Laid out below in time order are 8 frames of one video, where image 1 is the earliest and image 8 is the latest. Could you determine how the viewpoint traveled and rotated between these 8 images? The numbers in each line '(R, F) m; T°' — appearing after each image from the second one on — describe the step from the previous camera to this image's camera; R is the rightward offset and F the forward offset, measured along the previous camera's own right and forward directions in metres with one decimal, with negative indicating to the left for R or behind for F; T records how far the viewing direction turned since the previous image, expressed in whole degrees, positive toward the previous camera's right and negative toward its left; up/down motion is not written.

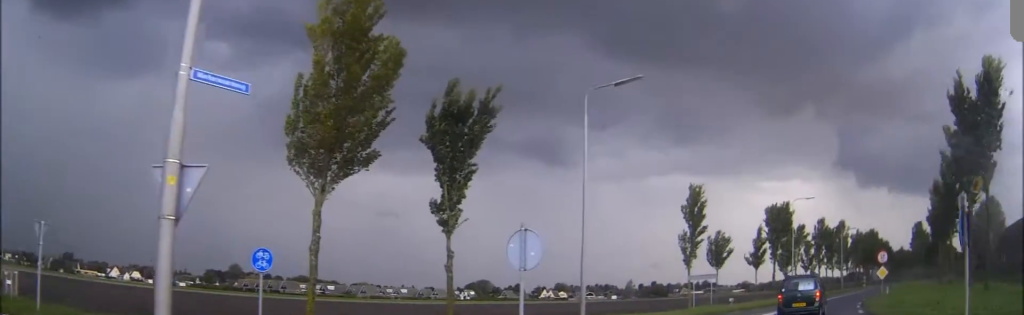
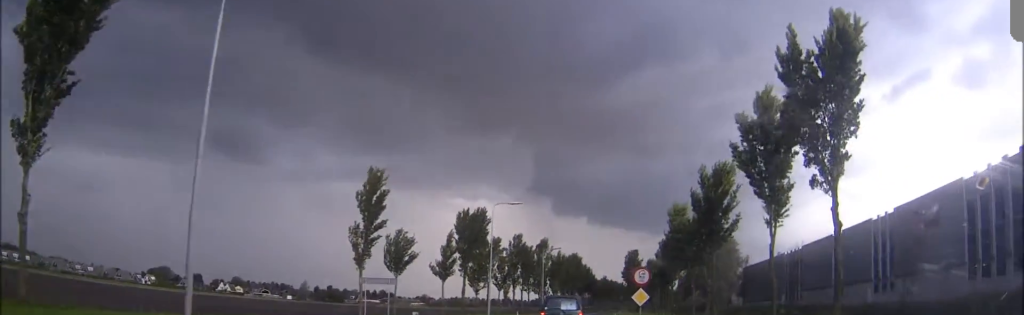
(+1.8, +9.5) m; +18°
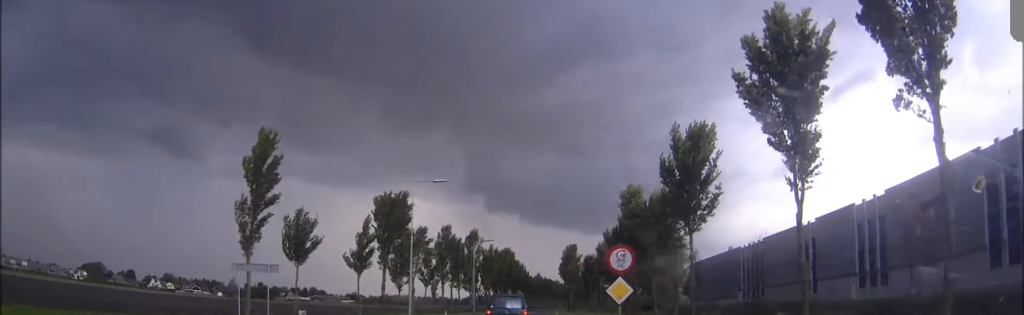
(+0.7, +7.9) m; +12°
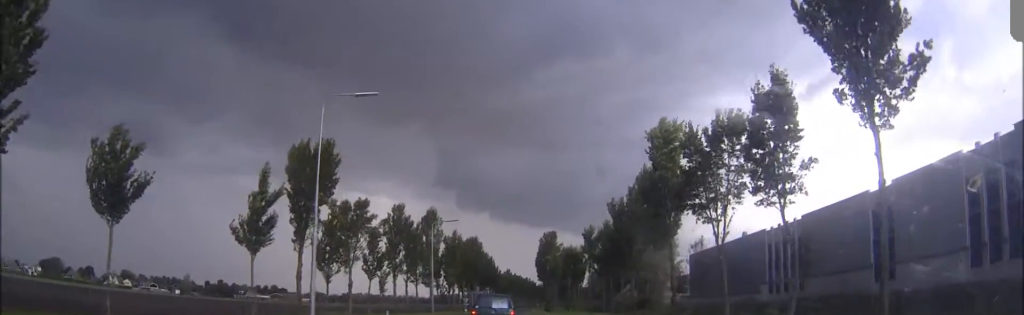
(+3.2, +16.9) m; +15°
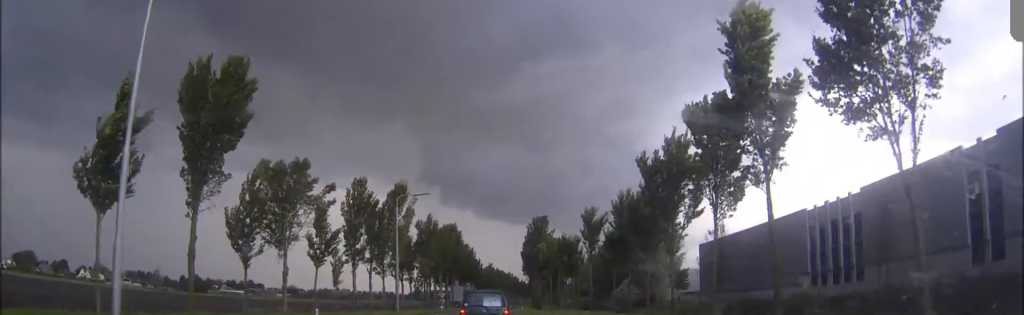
(+0.2, +14.7) m; -1°
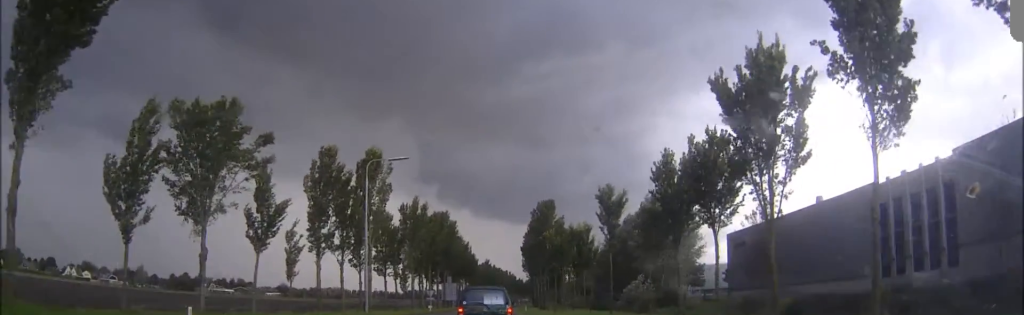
(-0.3, +13.7) m; -1°
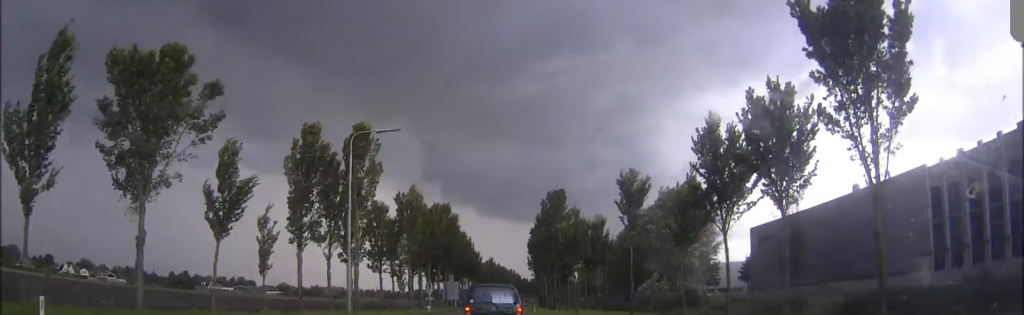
(0.0, +6.9) m; 0°
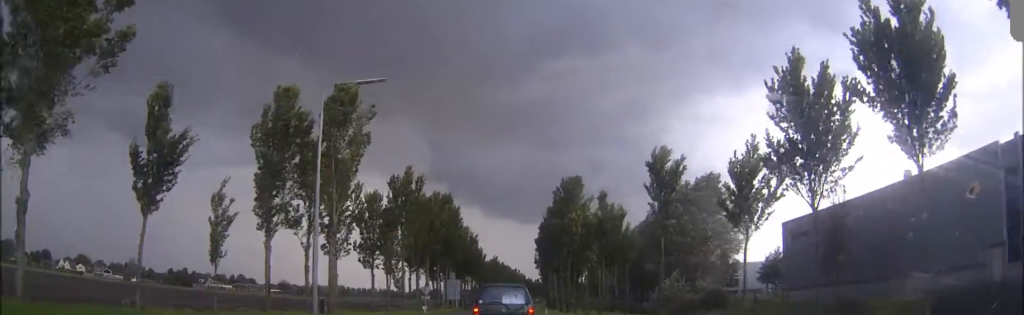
(0.0, +8.4) m; 0°
